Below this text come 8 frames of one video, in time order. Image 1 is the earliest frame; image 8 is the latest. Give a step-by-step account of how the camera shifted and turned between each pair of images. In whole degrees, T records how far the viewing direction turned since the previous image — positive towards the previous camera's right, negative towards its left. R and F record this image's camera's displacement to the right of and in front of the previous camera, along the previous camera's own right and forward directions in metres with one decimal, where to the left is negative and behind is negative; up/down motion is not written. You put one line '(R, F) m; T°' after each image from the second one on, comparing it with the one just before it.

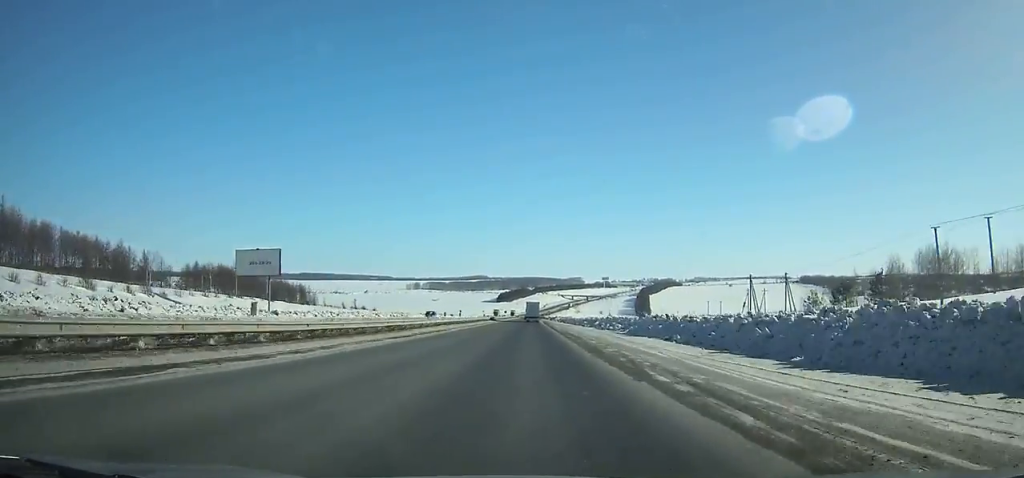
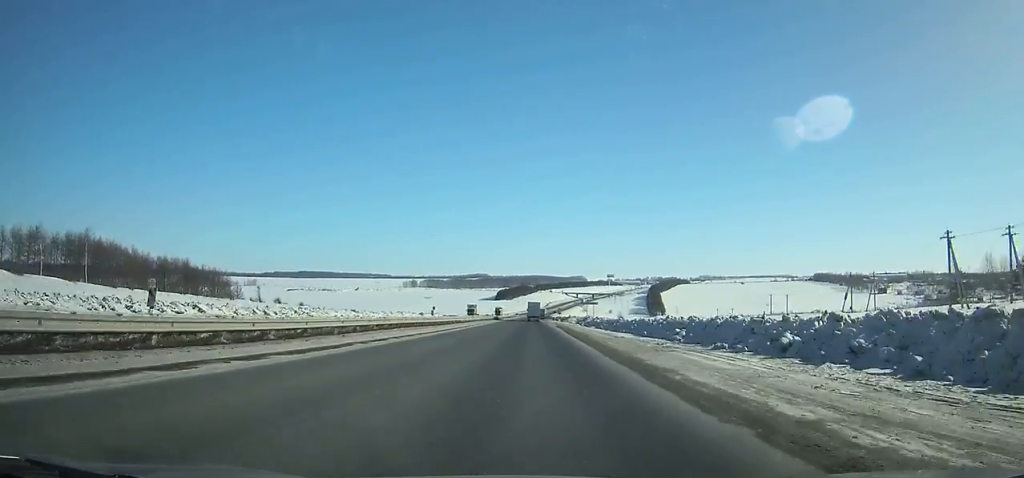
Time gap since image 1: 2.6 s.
(-0.1, +55.9) m; 0°
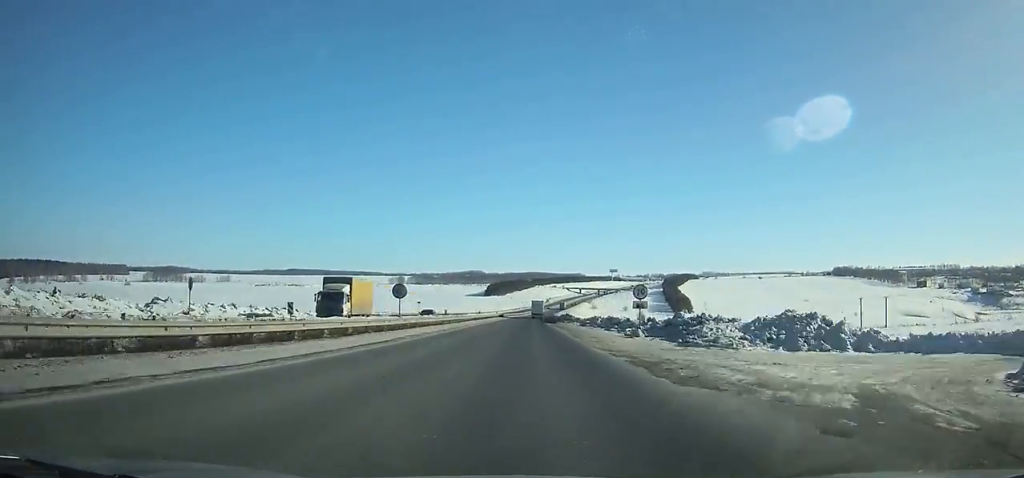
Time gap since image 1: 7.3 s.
(+0.3, +100.9) m; +1°
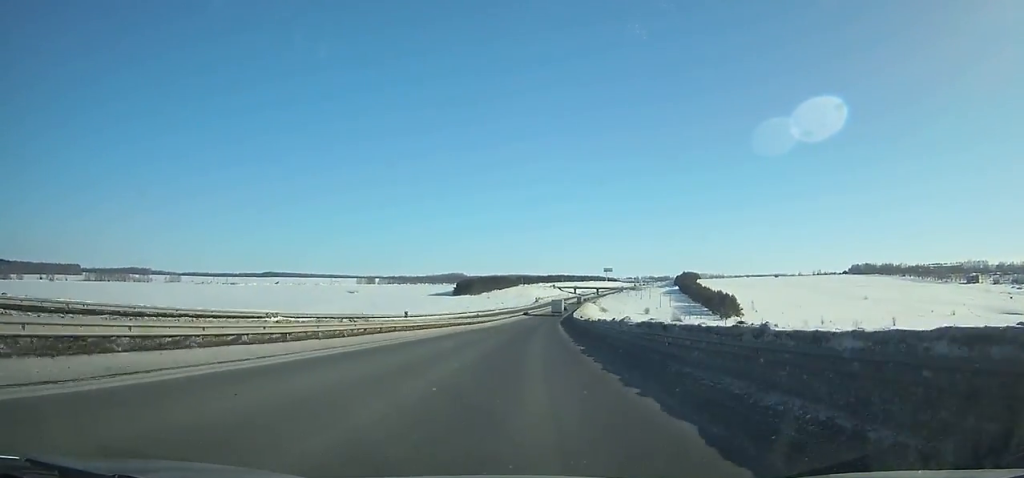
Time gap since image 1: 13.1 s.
(+1.2, +125.2) m; +2°
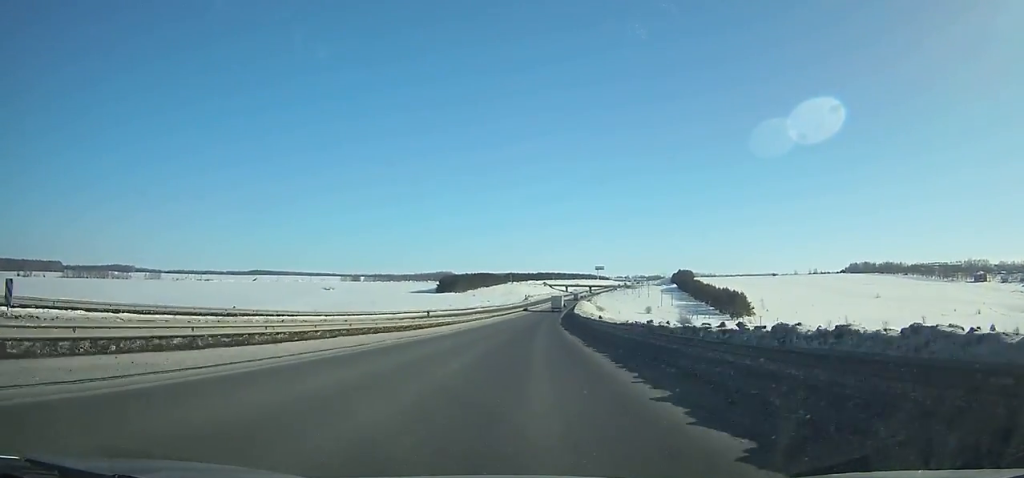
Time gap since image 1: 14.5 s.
(+0.4, +30.7) m; +1°
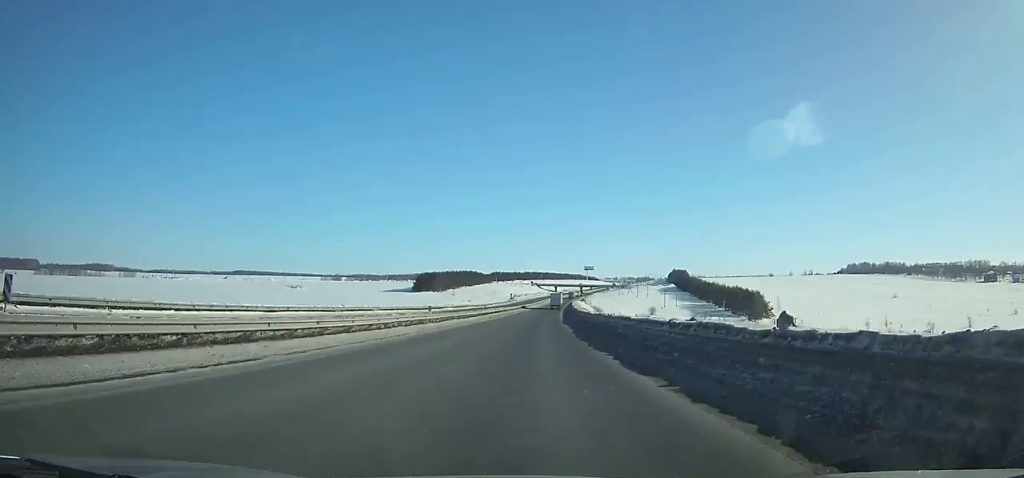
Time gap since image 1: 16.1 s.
(+0.2, +35.3) m; +1°
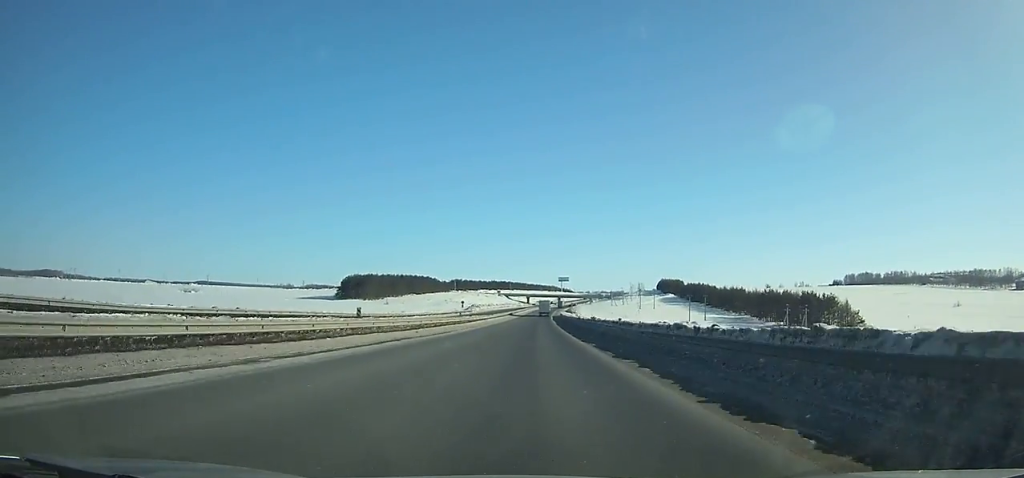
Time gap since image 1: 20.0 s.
(+2.1, +87.4) m; +2°
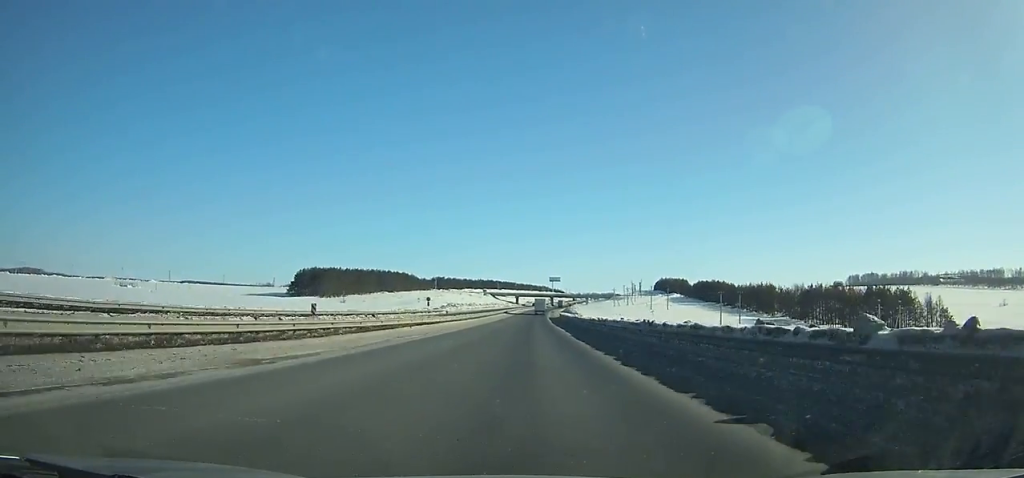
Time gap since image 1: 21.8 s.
(+0.4, +40.8) m; +1°
